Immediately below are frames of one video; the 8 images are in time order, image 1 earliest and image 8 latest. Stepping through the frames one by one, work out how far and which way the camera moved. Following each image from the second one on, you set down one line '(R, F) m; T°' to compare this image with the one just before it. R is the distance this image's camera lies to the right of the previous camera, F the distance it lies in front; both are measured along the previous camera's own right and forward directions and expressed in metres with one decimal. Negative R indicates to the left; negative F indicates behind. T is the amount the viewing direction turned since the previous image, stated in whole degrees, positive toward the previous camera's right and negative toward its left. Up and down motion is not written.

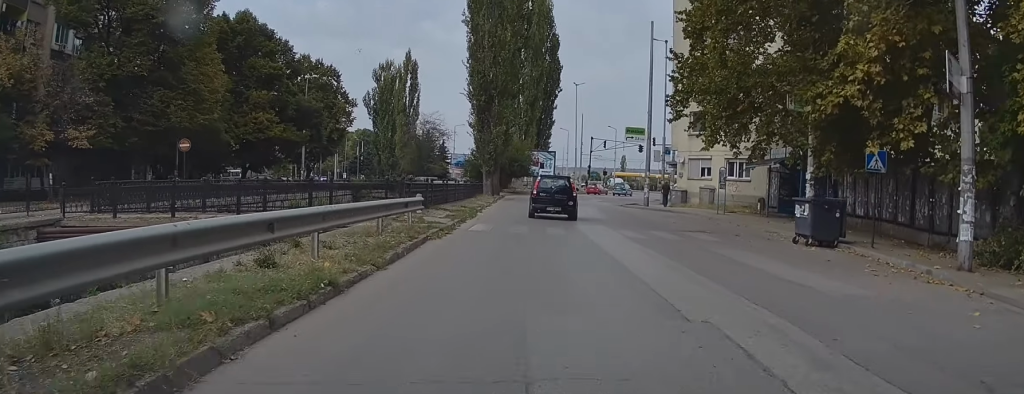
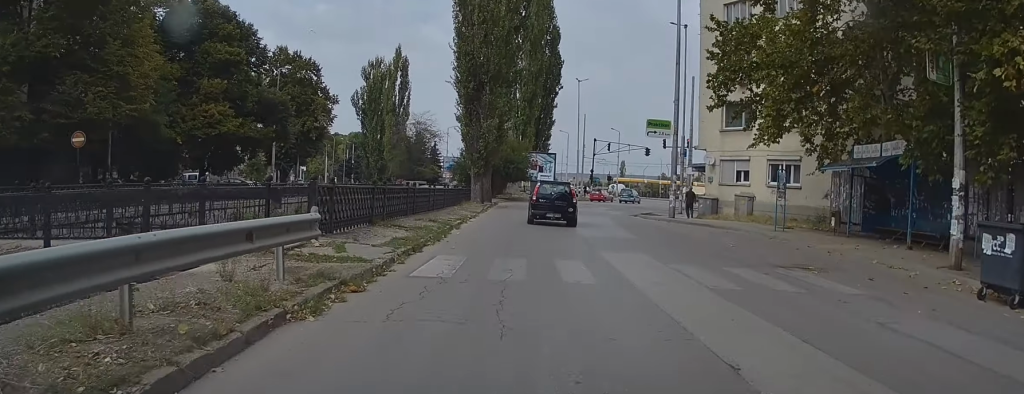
(+0.2, +8.5) m; +2°
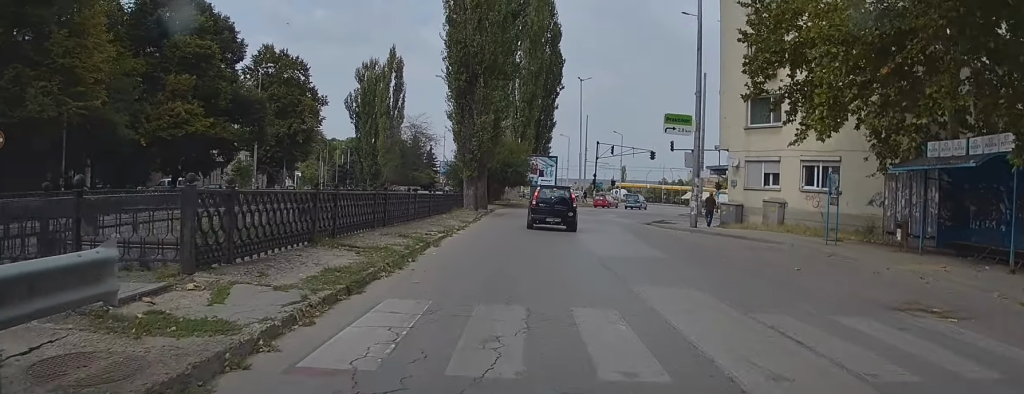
(-0.1, +4.6) m; +1°
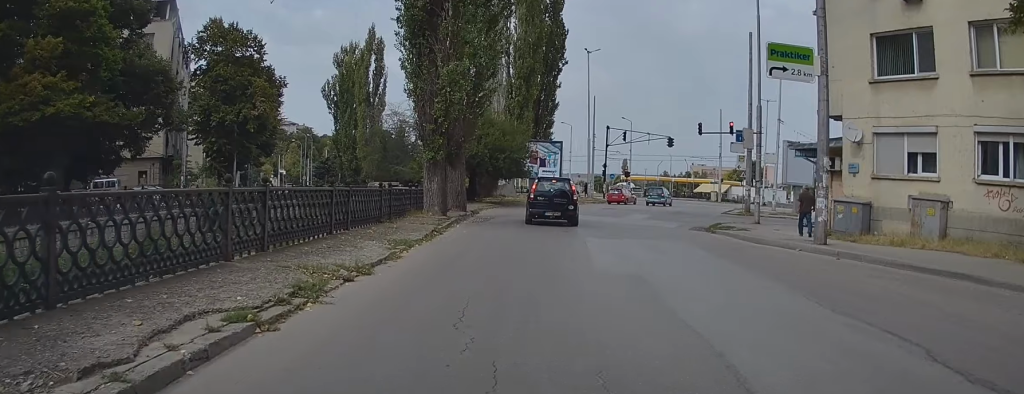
(+0.4, +13.5) m; +1°
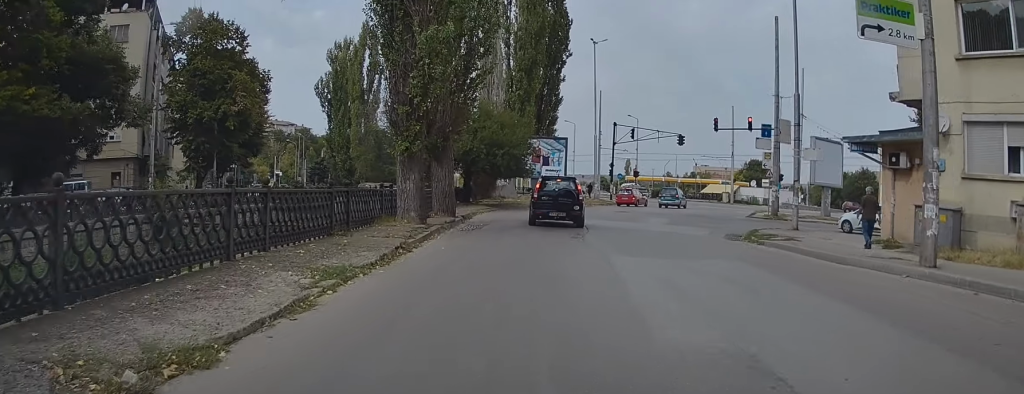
(-0.1, +4.9) m; -1°
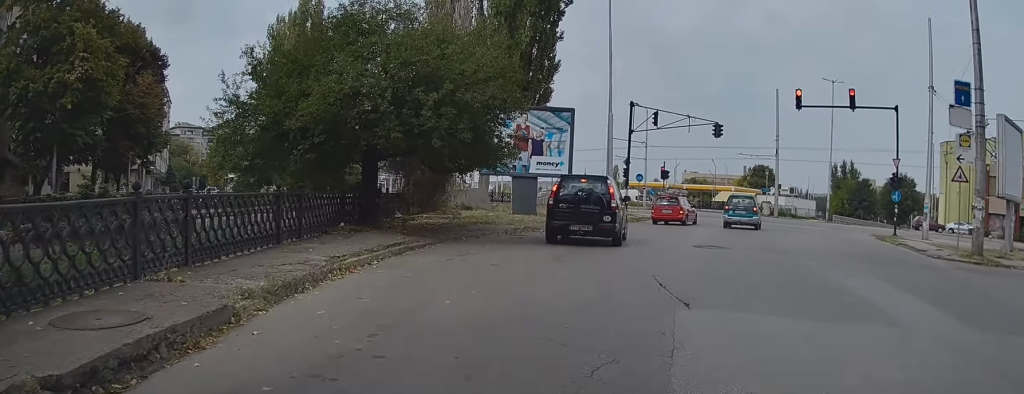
(-0.3, +22.3) m; 0°
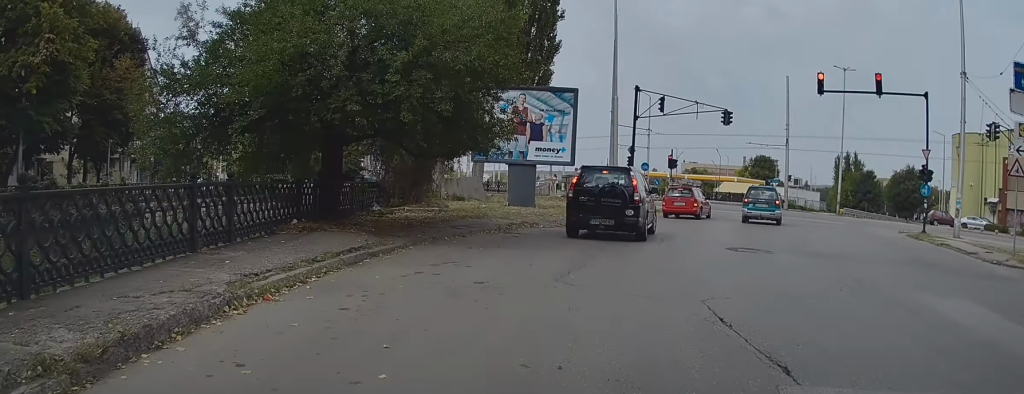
(-0.1, +3.6) m; +1°
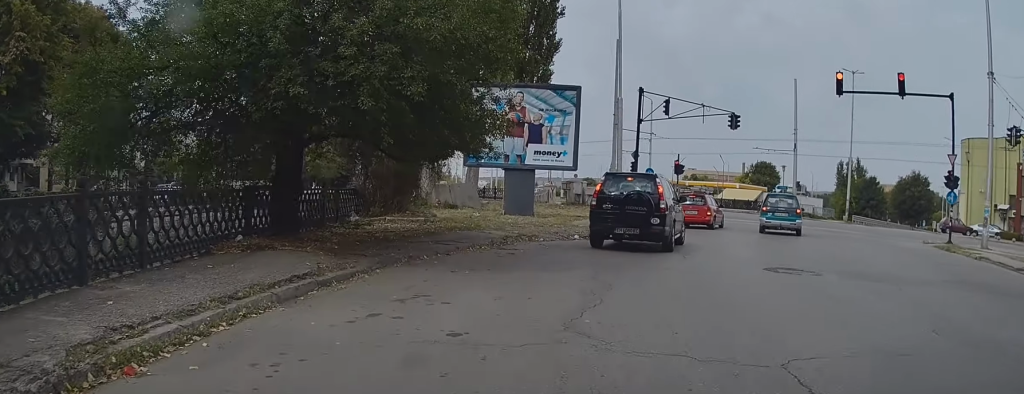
(0.0, +2.9) m; 0°
